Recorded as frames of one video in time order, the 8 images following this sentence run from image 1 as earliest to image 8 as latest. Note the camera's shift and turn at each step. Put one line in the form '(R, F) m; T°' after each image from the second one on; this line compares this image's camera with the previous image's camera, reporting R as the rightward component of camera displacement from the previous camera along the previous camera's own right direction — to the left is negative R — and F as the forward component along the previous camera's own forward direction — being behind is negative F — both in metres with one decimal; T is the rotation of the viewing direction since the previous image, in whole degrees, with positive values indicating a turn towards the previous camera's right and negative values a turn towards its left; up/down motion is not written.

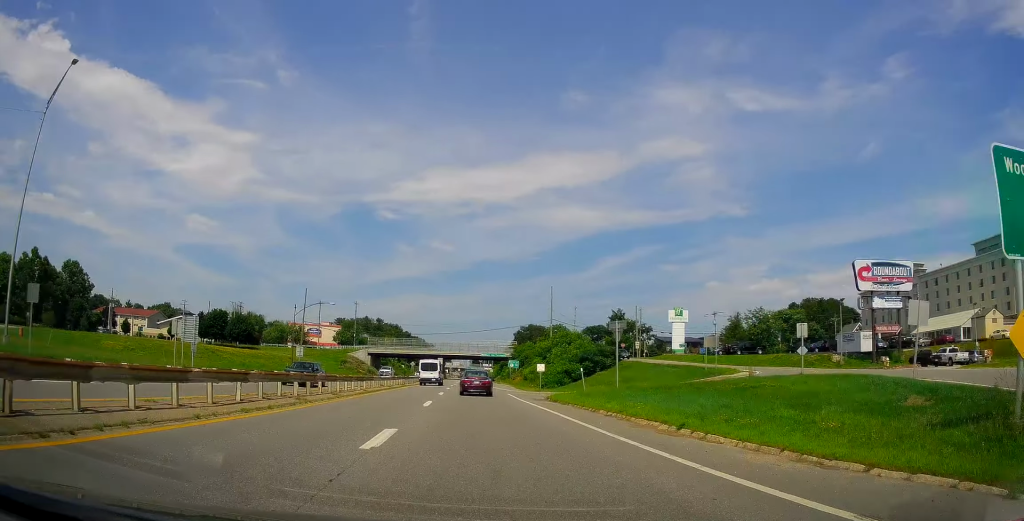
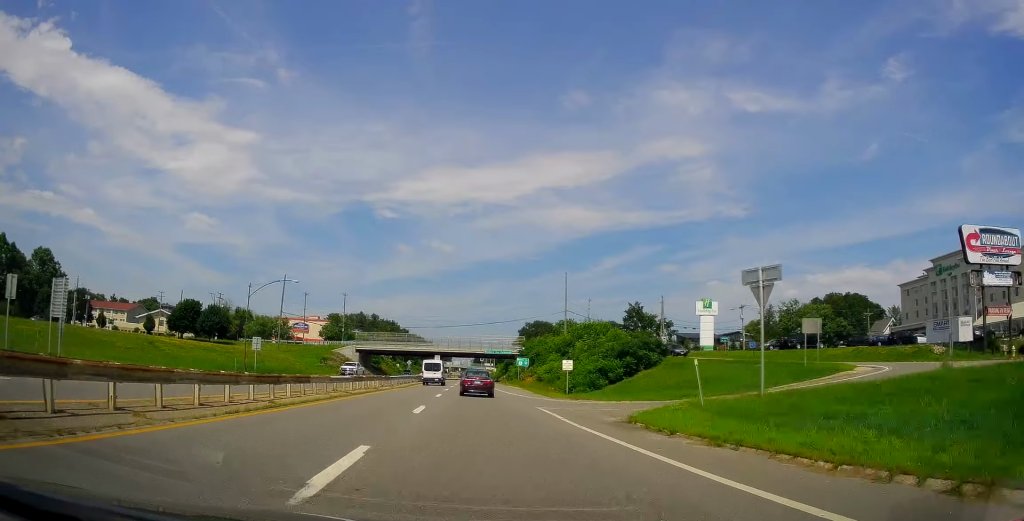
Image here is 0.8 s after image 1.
(+0.7, +14.9) m; +3°
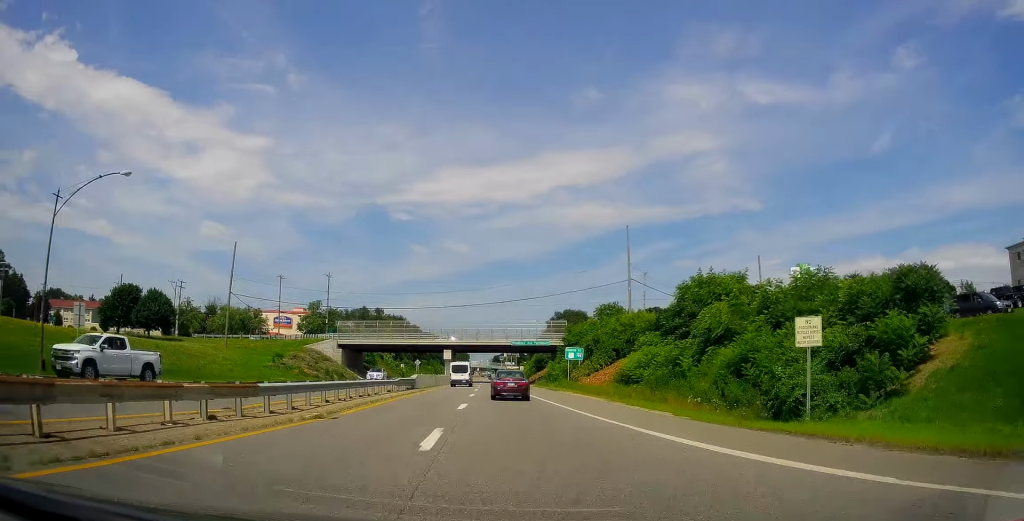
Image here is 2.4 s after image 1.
(+0.6, +30.5) m; +2°
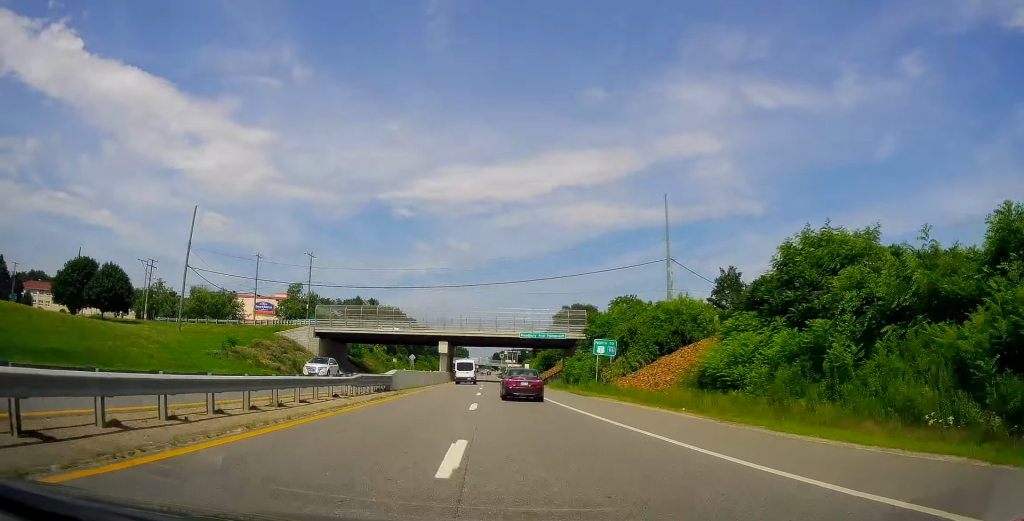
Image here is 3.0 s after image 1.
(0.0, +13.7) m; 0°
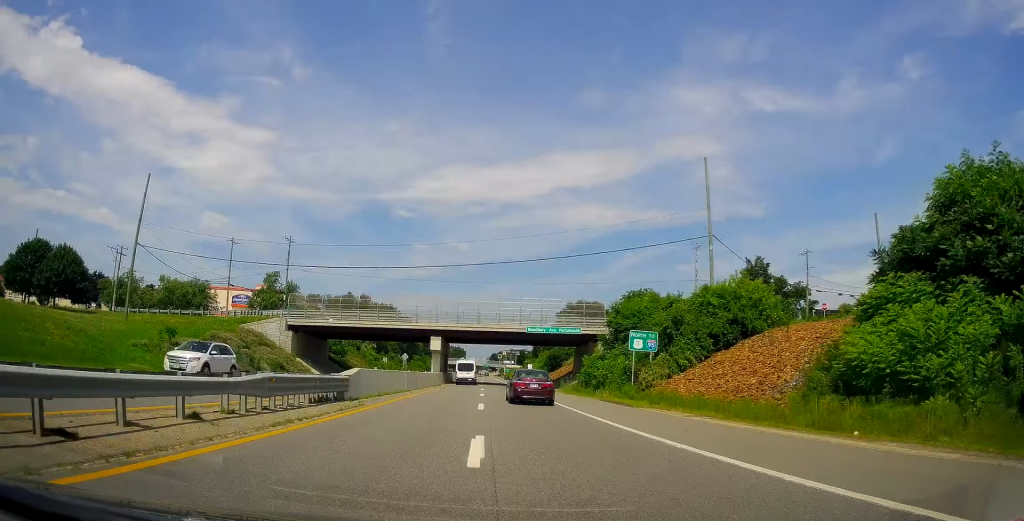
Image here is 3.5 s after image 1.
(0.0, +10.9) m; 0°
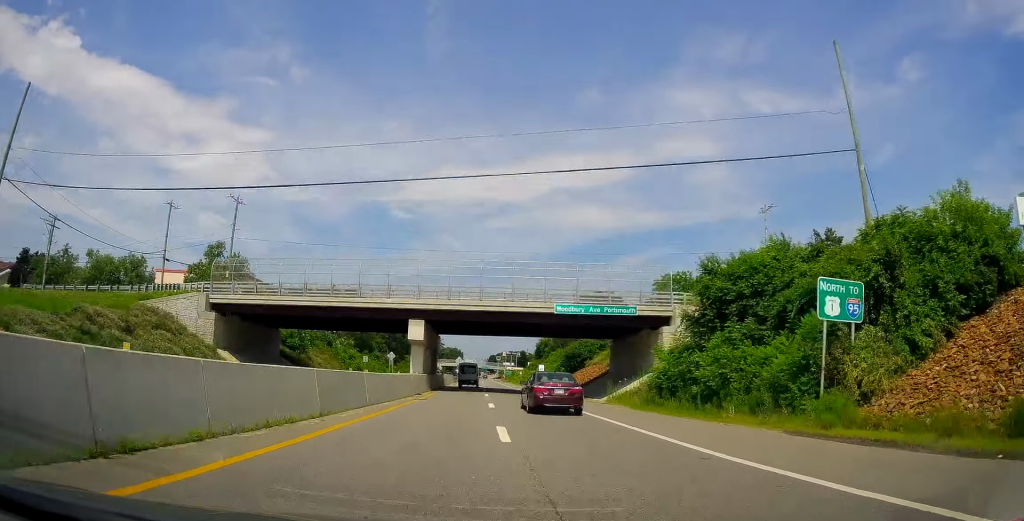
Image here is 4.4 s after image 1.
(+0.1, +20.6) m; -1°
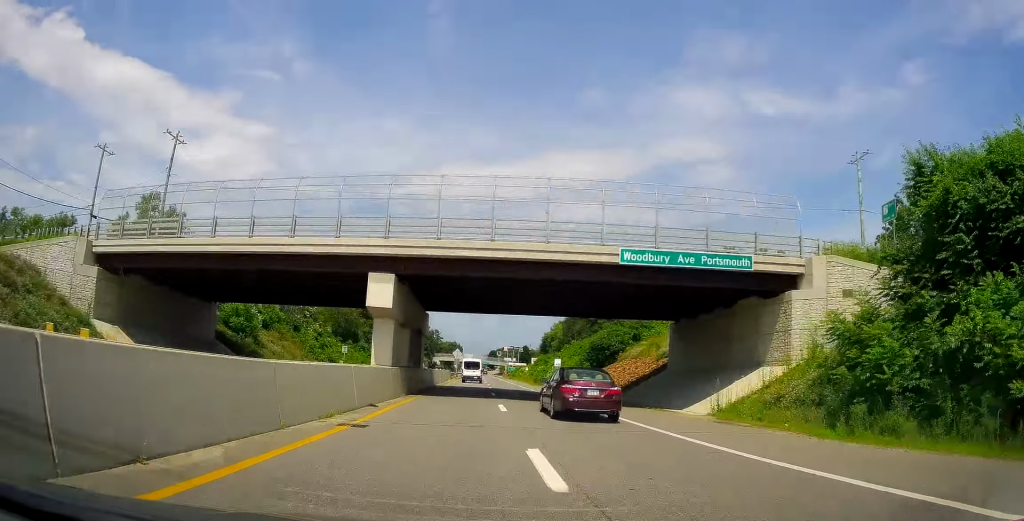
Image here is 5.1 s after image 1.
(-0.4, +16.5) m; 0°
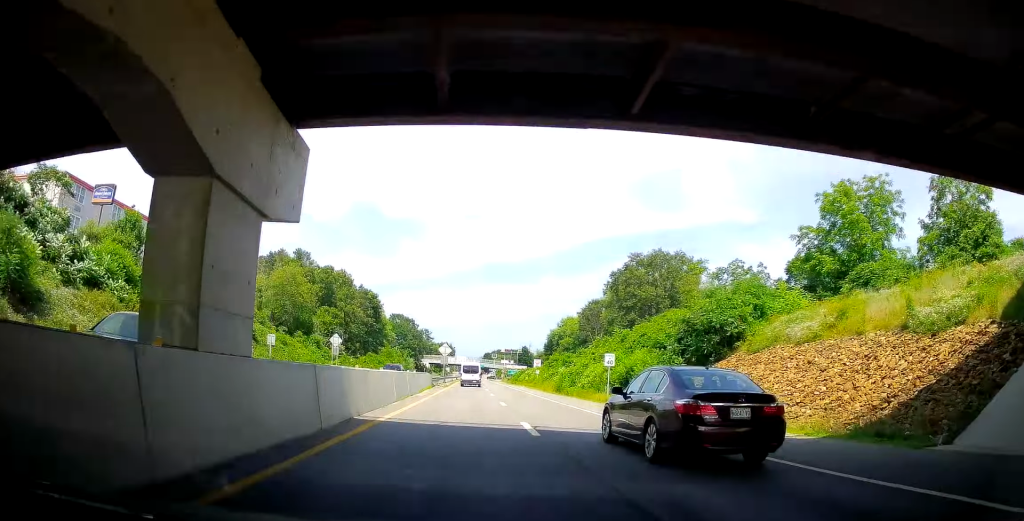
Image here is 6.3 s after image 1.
(+0.2, +29.2) m; 0°
